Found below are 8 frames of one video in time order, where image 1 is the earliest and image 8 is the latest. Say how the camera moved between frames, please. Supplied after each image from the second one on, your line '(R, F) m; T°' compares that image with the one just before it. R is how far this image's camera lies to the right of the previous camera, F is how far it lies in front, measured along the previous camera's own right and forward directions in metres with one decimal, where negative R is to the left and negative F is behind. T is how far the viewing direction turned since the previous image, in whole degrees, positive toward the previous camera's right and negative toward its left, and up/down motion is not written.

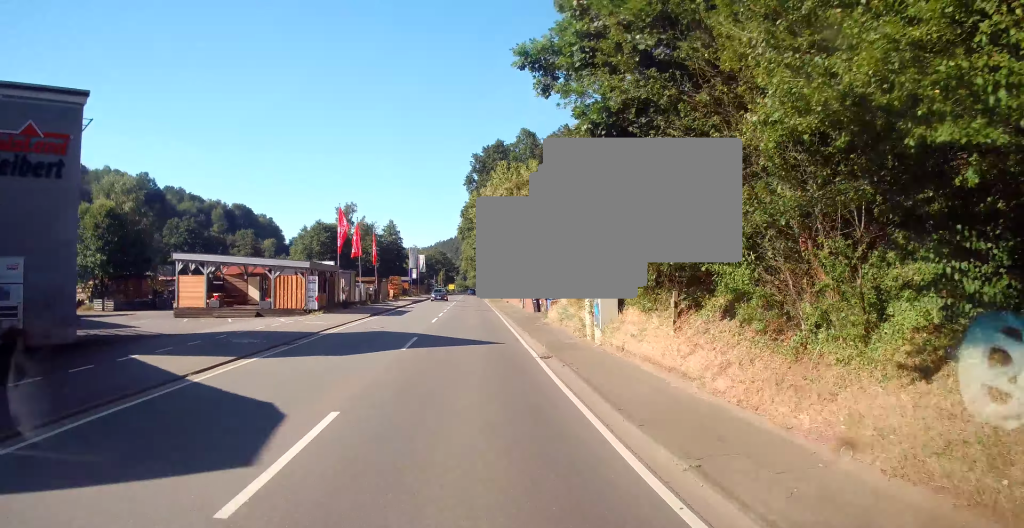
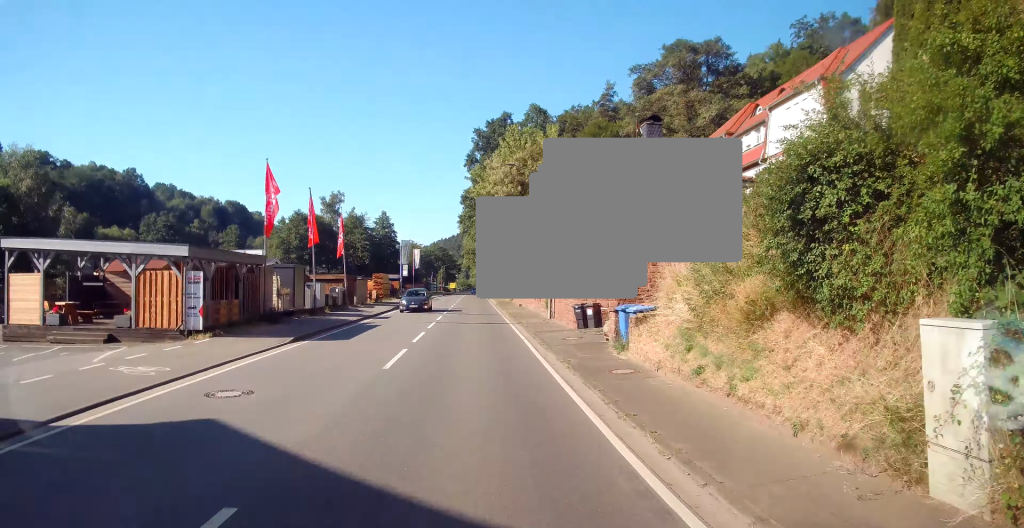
(+0.1, +15.9) m; 0°
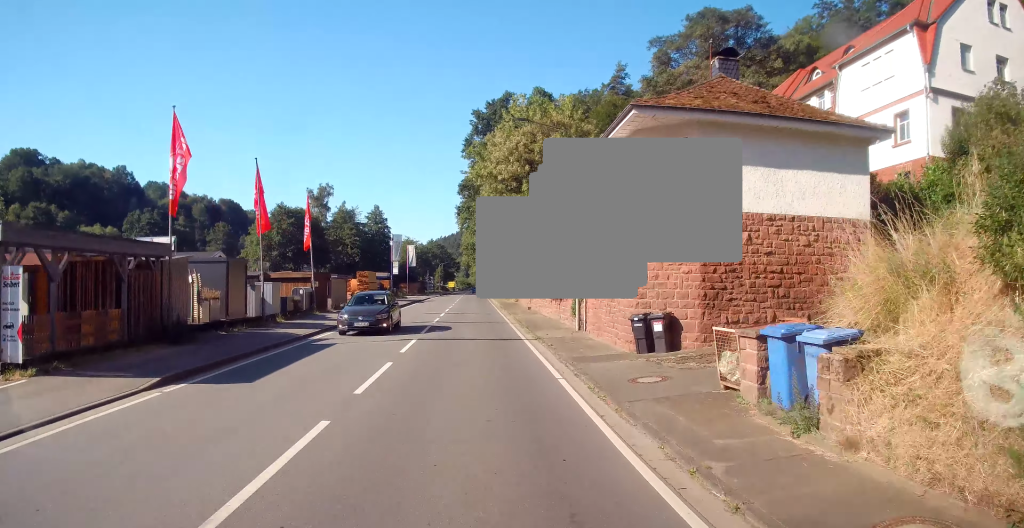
(-0.1, +8.4) m; 0°
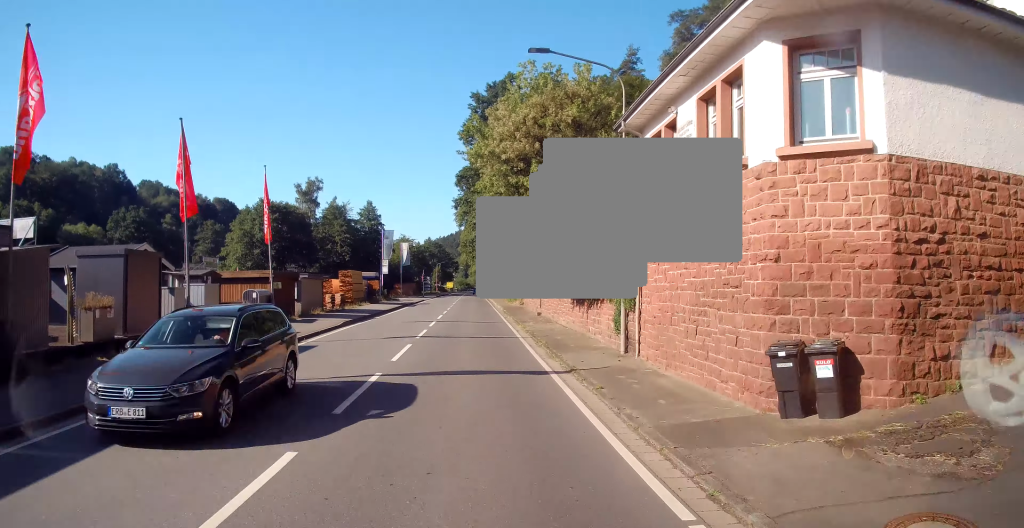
(0.0, +7.4) m; 0°
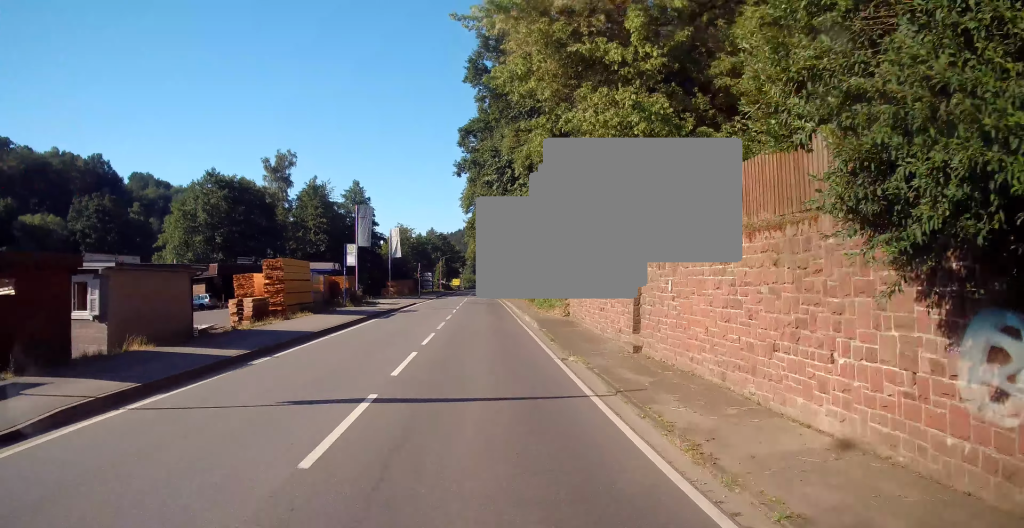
(-0.1, +21.3) m; 0°
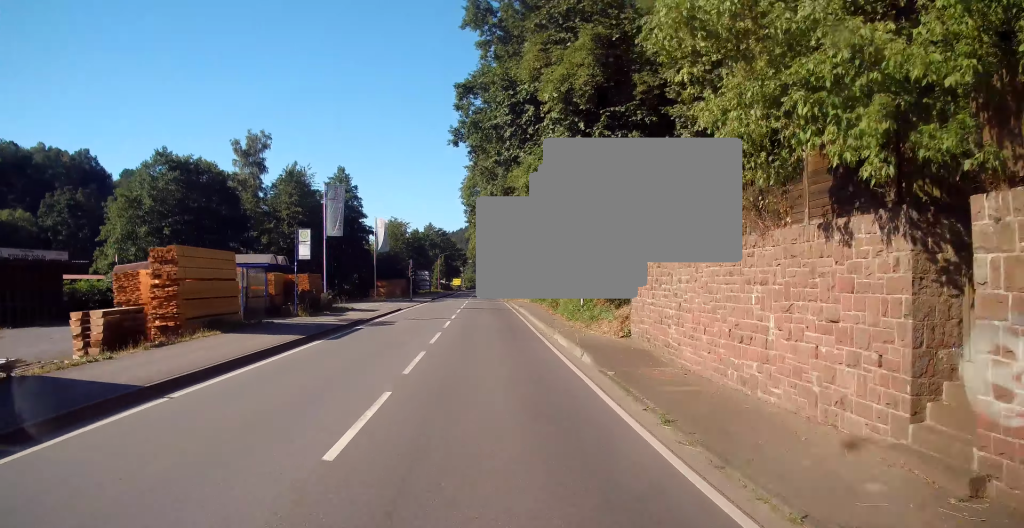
(-0.1, +11.6) m; 0°
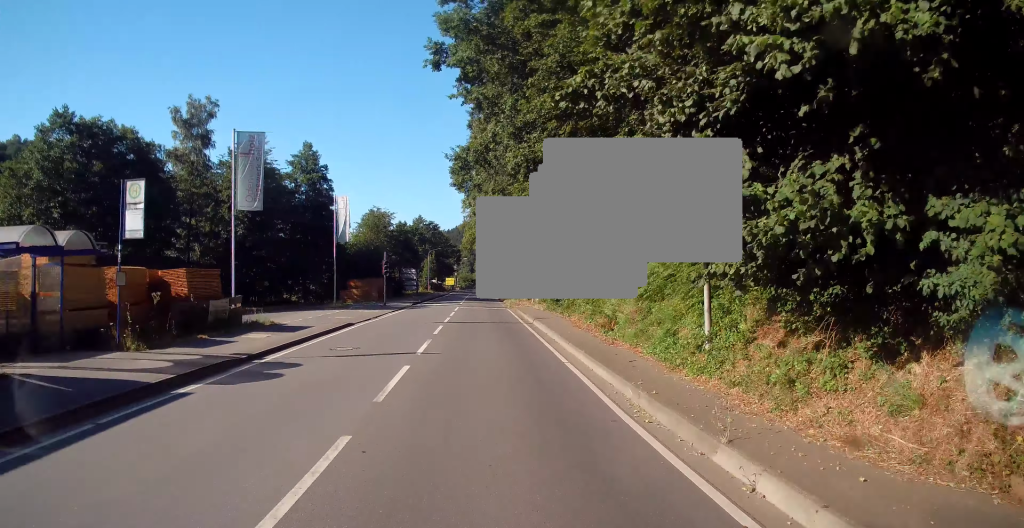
(+0.3, +14.6) m; 0°
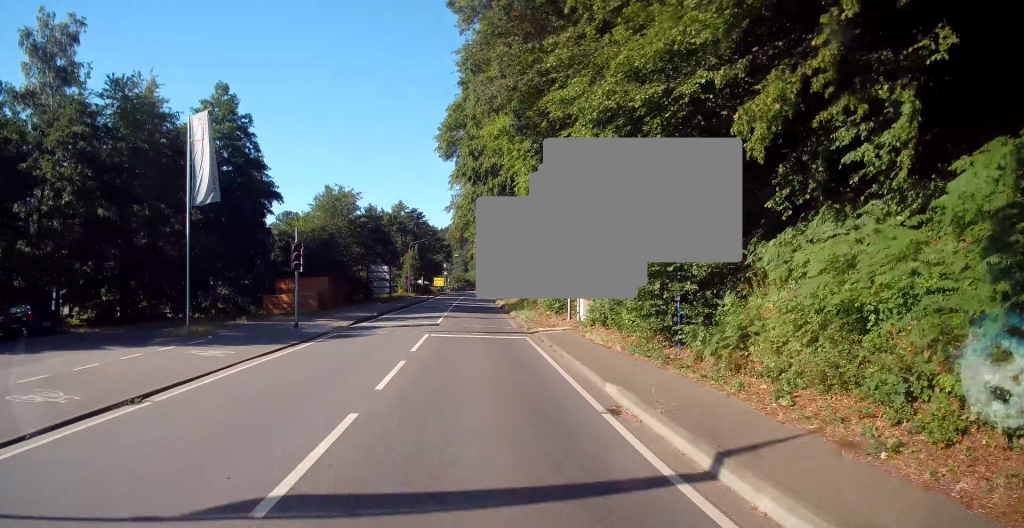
(-0.1, +22.3) m; +1°
